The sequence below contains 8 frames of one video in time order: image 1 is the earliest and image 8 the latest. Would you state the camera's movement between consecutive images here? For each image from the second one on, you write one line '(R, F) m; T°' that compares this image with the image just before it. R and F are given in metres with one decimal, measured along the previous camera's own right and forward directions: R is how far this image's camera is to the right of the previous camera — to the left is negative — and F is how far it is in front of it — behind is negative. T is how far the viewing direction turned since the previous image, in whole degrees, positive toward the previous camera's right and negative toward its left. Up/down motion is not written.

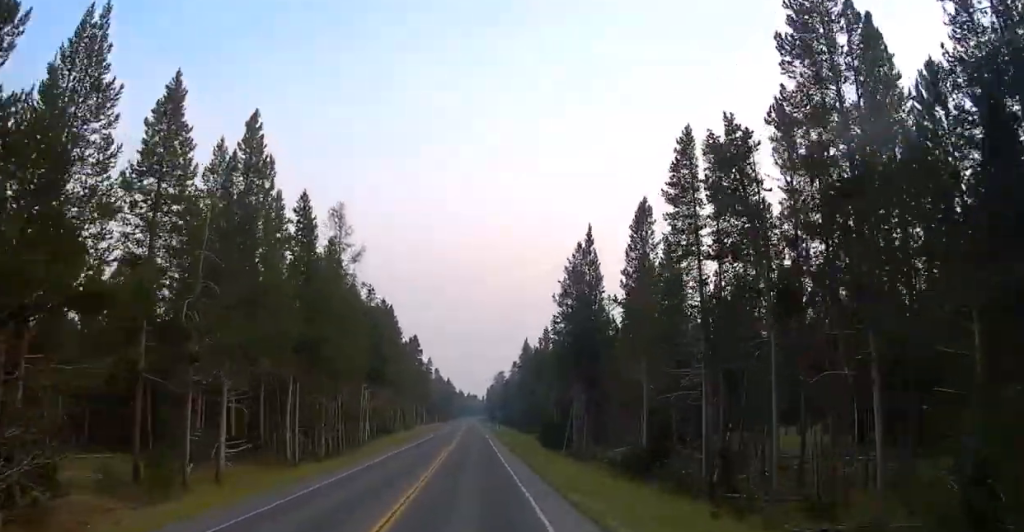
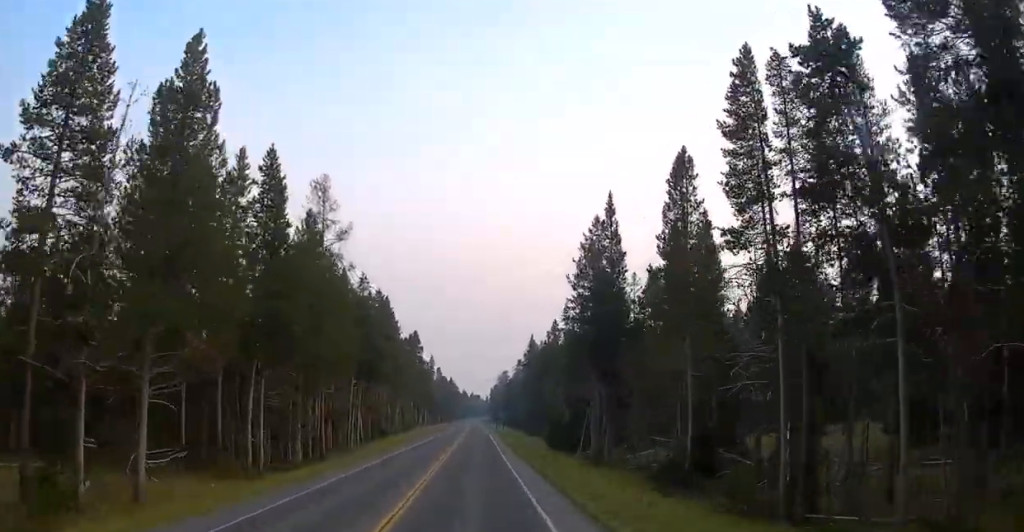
(0.0, +8.6) m; 0°
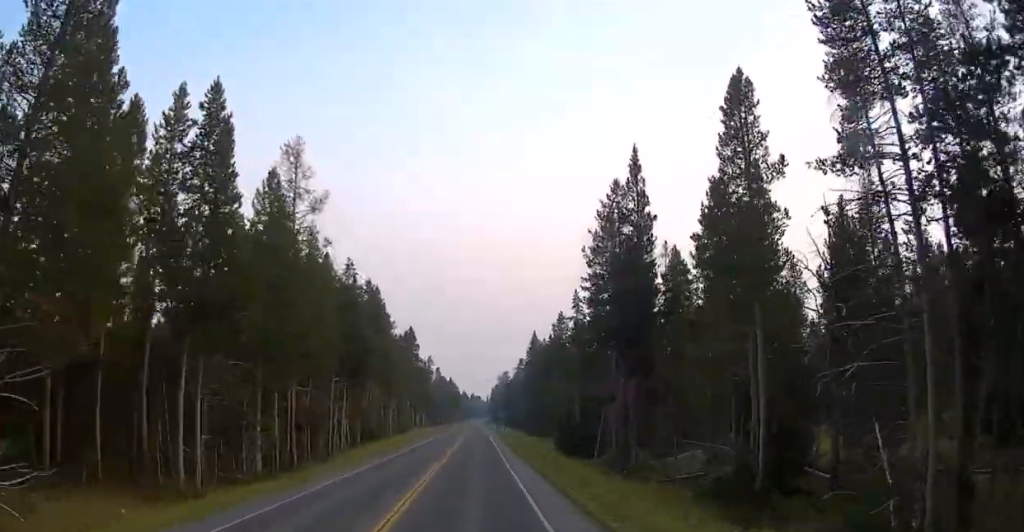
(0.0, +9.0) m; 0°
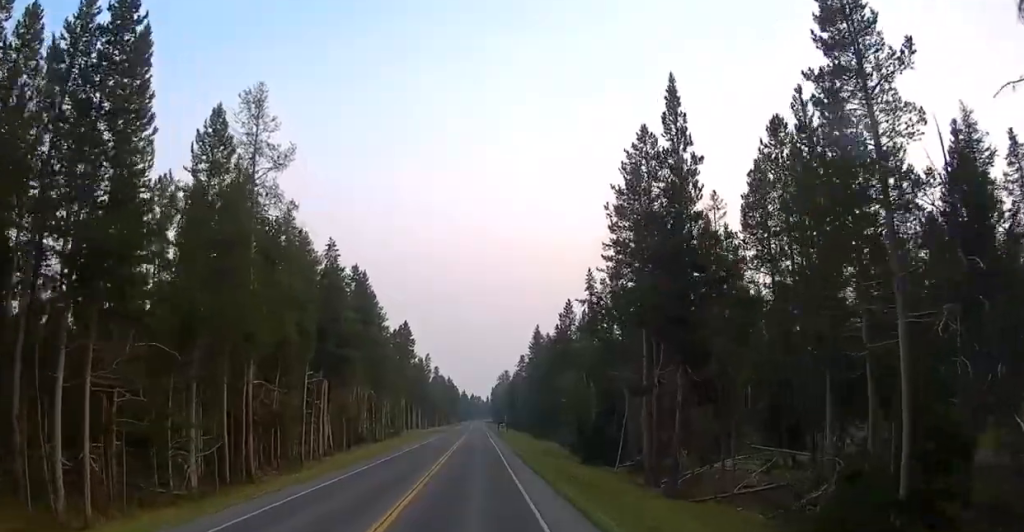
(0.0, +8.9) m; 0°
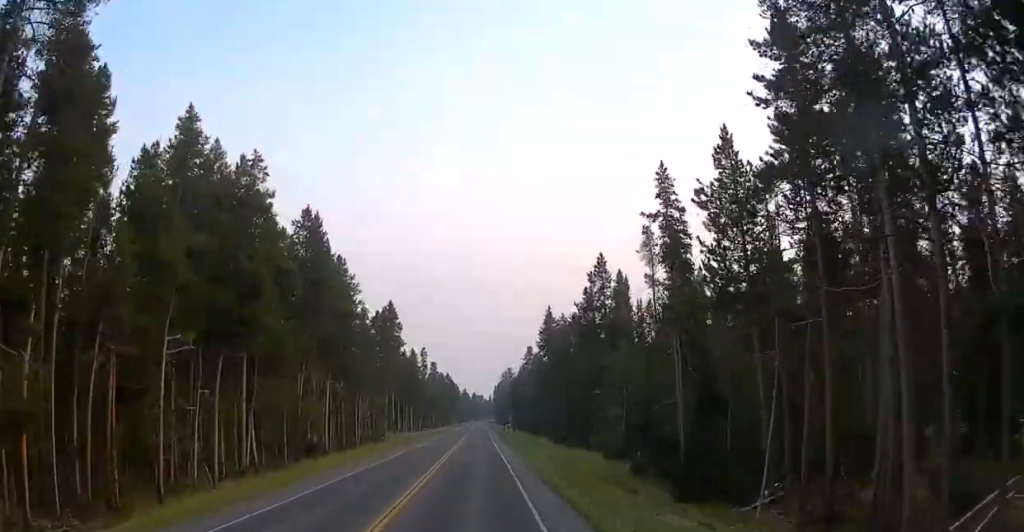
(-0.2, +23.3) m; -2°
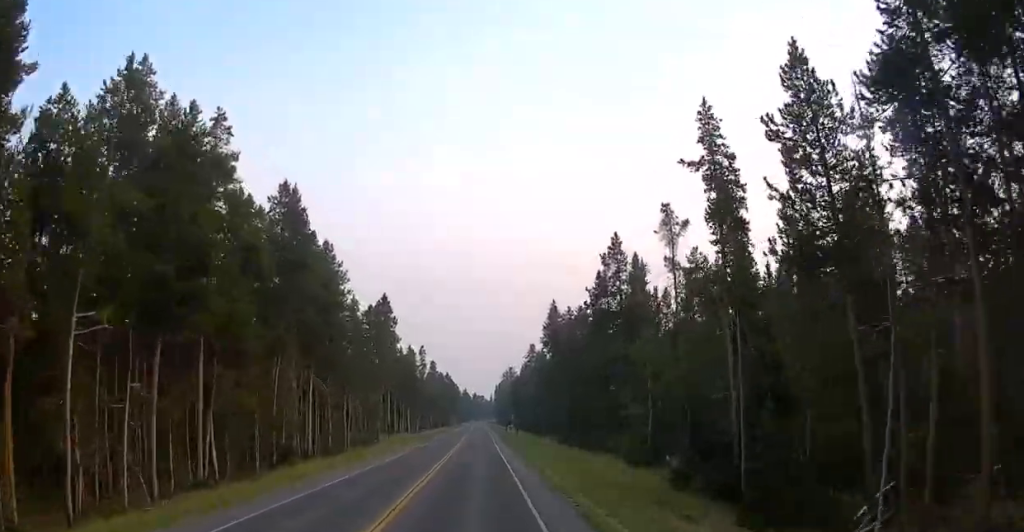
(-0.3, +6.9) m; 0°
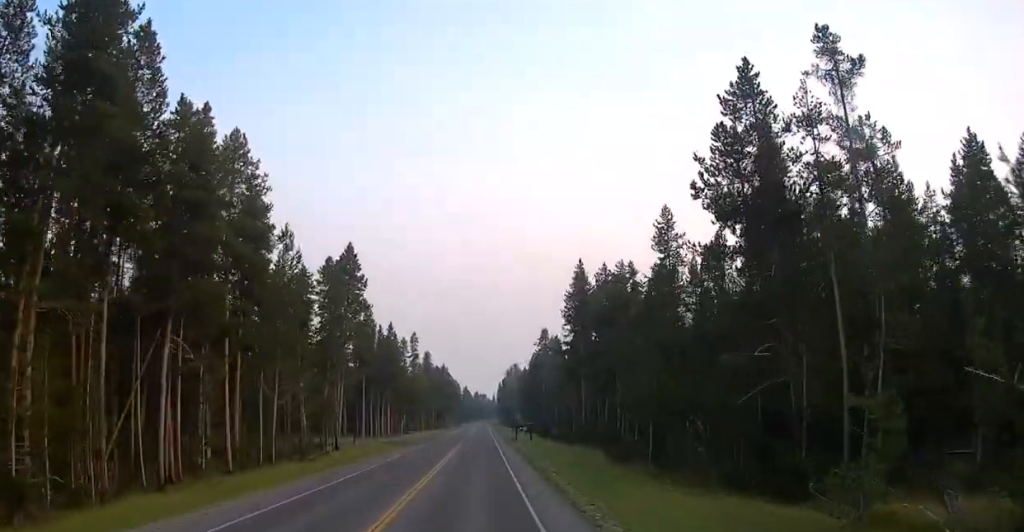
(+0.5, +29.9) m; +2°
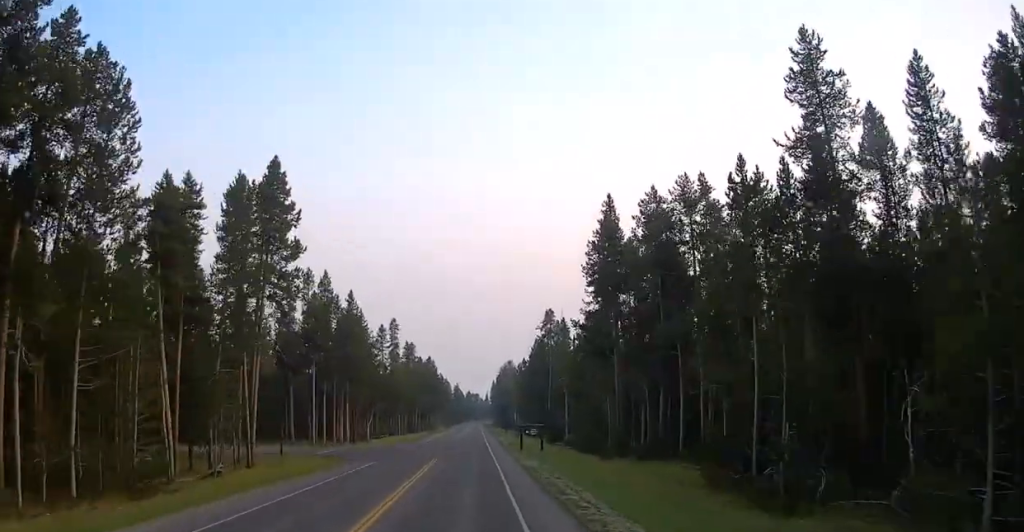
(-0.1, +25.4) m; -1°
